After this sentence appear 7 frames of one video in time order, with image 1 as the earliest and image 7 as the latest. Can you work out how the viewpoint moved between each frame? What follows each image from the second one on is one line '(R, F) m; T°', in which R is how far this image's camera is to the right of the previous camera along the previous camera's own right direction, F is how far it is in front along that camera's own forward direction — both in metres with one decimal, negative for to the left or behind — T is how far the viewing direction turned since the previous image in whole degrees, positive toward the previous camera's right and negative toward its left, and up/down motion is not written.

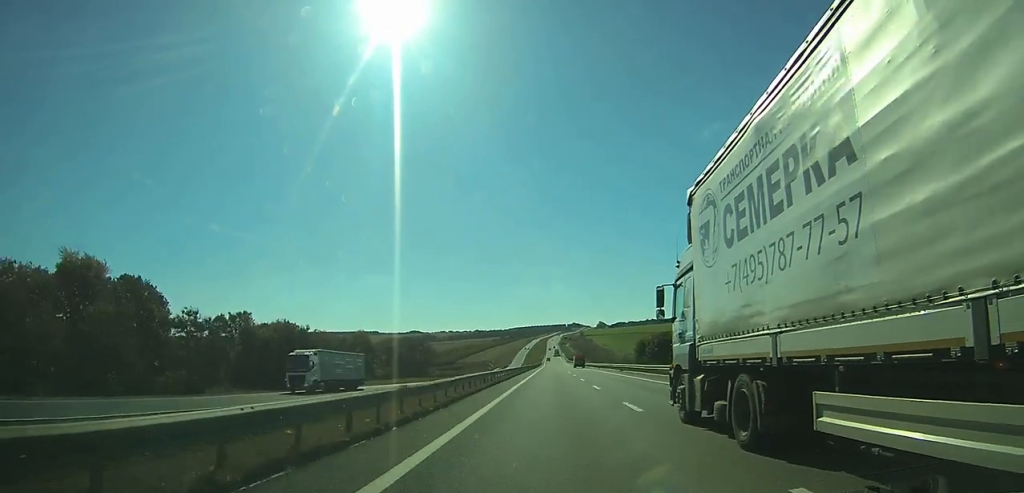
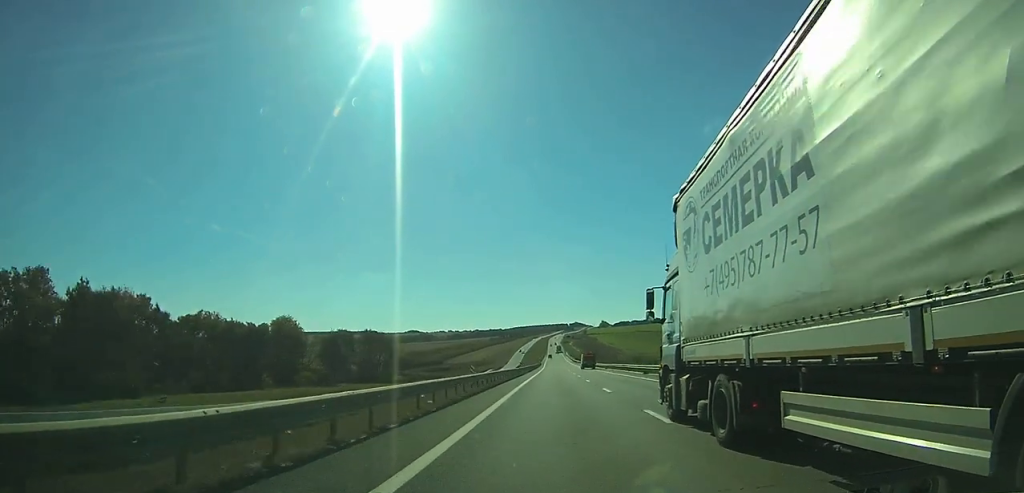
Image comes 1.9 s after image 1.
(0.0, +50.5) m; 0°
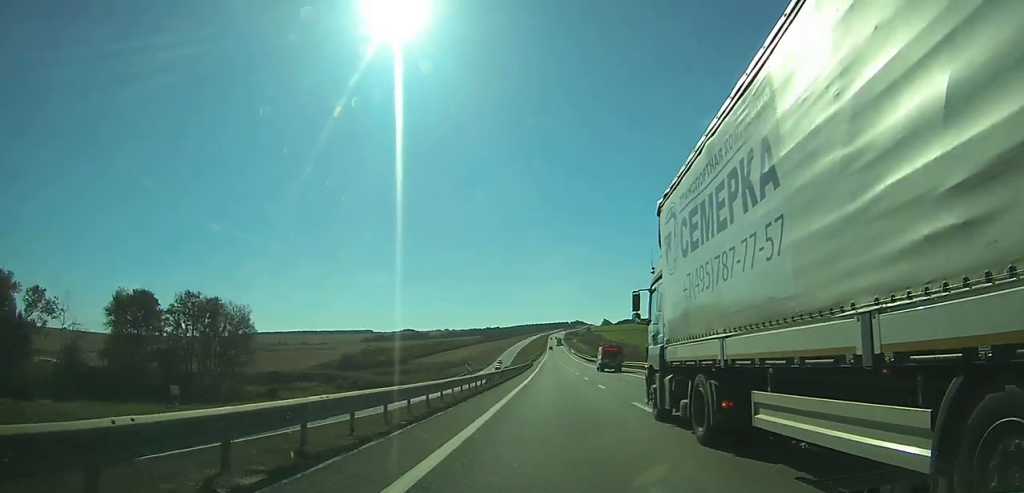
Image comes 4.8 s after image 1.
(0.0, +78.6) m; 0°
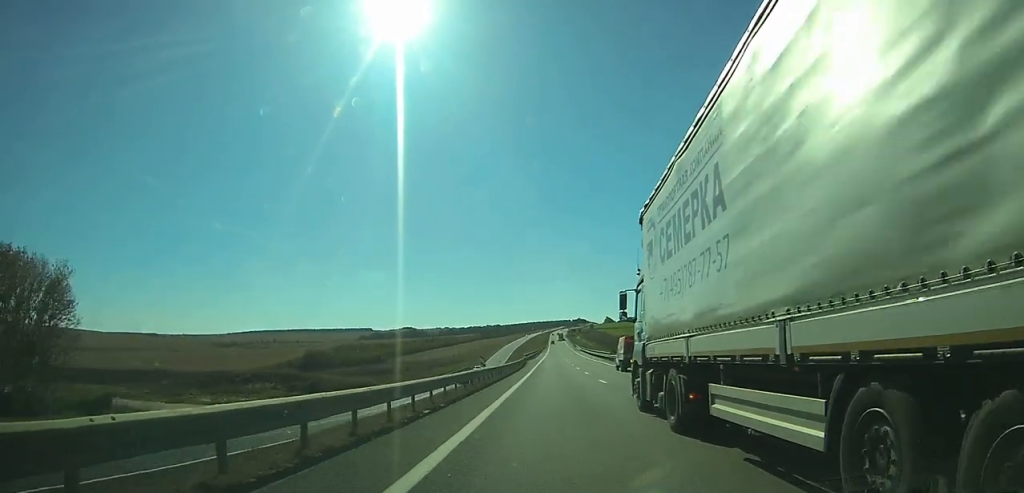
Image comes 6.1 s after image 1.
(0.0, +34.8) m; 0°
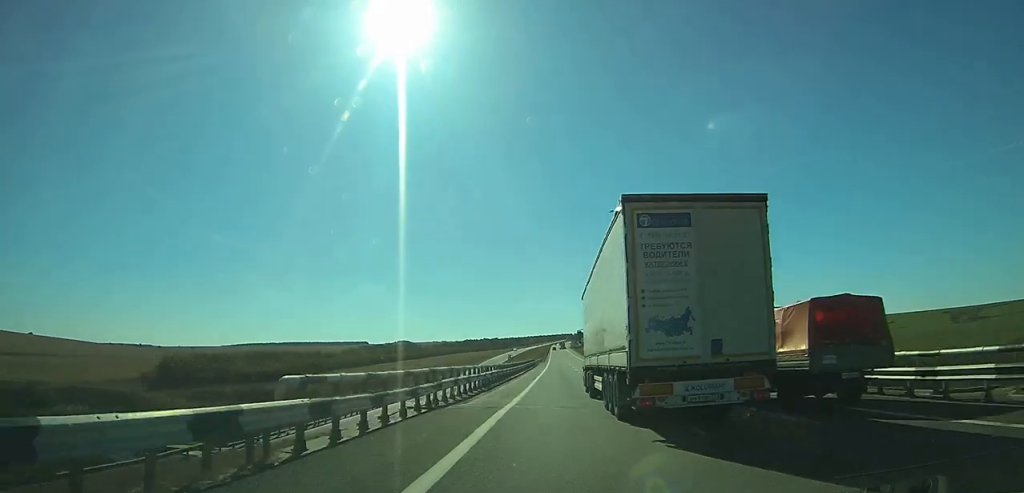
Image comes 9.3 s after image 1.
(-0.2, +79.9) m; 0°
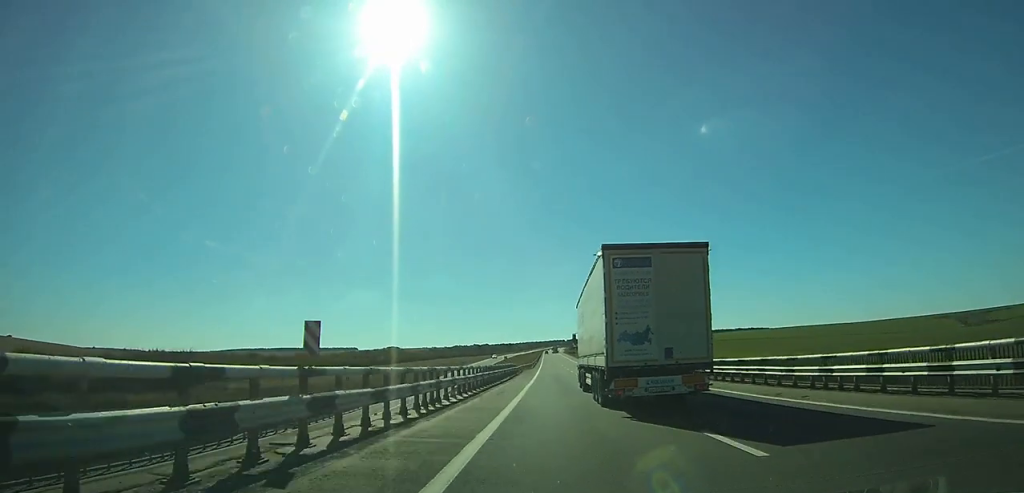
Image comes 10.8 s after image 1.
(0.0, +39.1) m; 0°
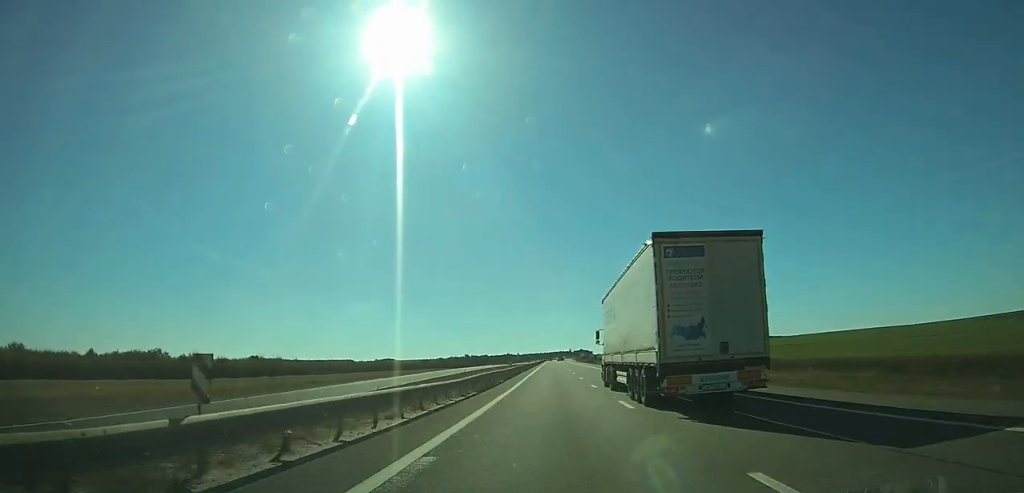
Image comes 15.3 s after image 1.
(+0.7, +122.3) m; 0°
